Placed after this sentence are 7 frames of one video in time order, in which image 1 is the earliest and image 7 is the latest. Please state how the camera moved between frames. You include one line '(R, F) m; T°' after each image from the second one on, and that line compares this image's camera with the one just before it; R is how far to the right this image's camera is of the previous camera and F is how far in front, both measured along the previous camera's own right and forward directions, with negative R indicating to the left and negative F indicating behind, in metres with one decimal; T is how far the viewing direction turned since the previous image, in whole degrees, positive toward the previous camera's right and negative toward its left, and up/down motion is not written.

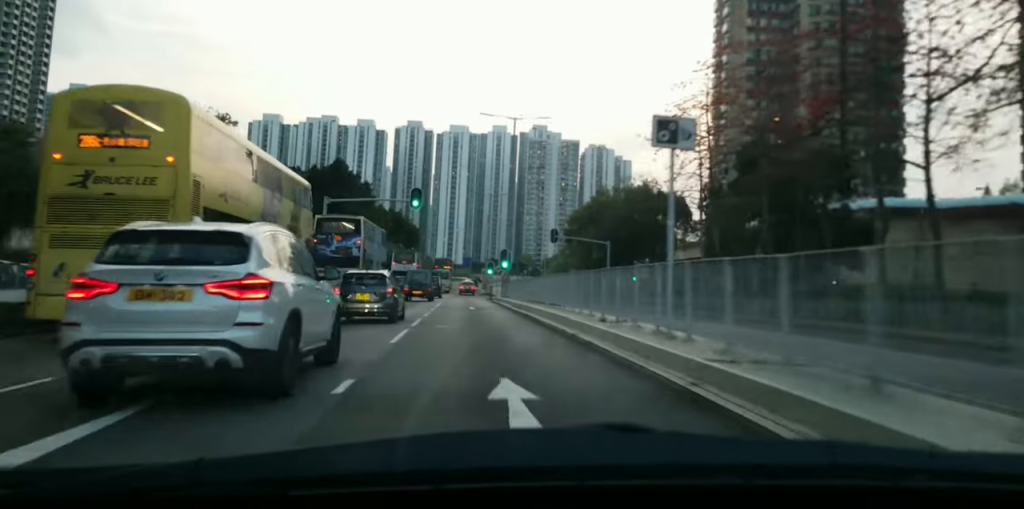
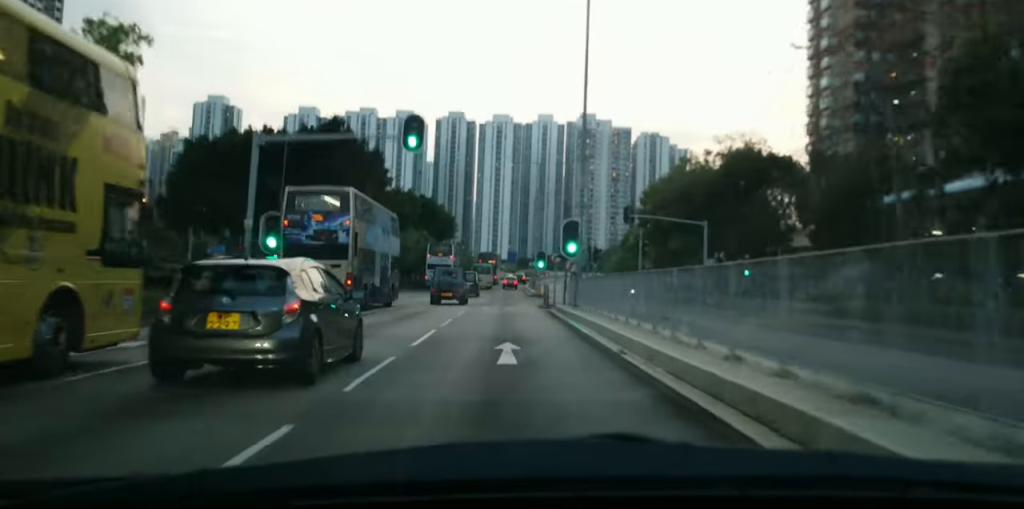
(0.0, +20.8) m; -2°
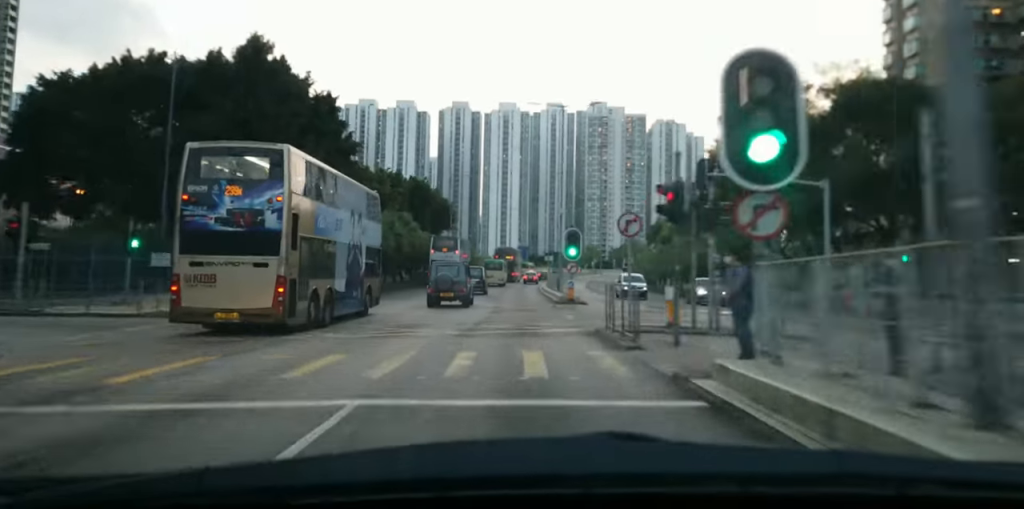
(0.0, +20.2) m; +2°
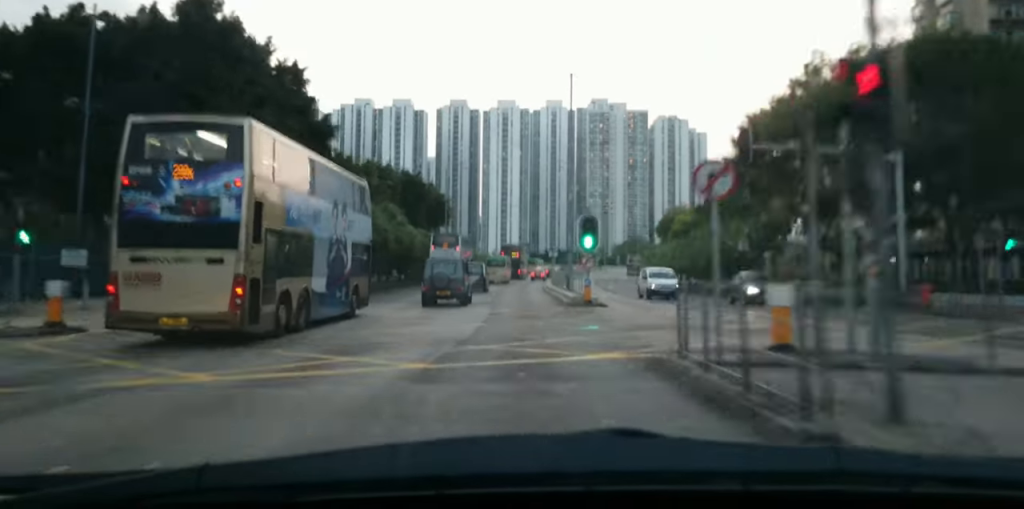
(+0.4, +7.0) m; 0°
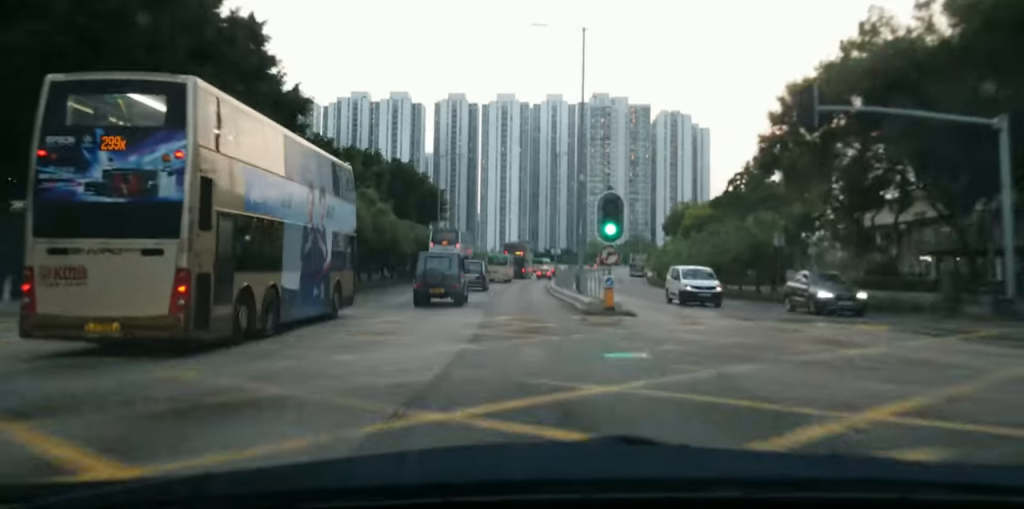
(0.0, +7.2) m; -1°
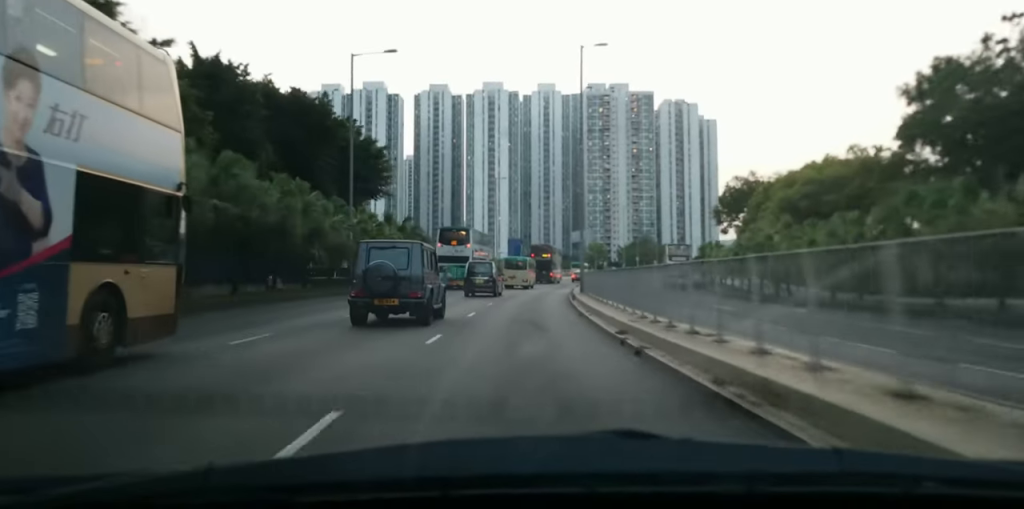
(-1.3, +37.6) m; -3°
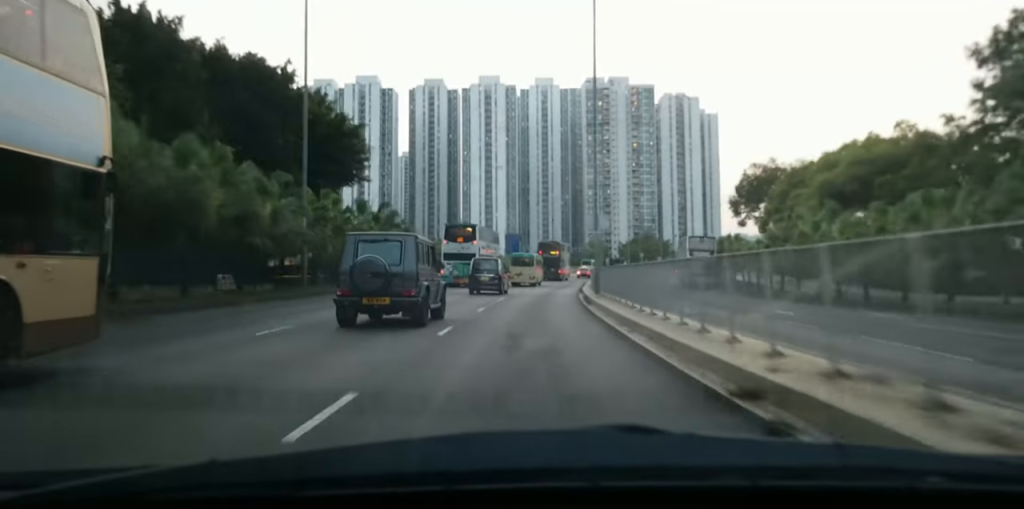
(0.0, +7.9) m; 0°
